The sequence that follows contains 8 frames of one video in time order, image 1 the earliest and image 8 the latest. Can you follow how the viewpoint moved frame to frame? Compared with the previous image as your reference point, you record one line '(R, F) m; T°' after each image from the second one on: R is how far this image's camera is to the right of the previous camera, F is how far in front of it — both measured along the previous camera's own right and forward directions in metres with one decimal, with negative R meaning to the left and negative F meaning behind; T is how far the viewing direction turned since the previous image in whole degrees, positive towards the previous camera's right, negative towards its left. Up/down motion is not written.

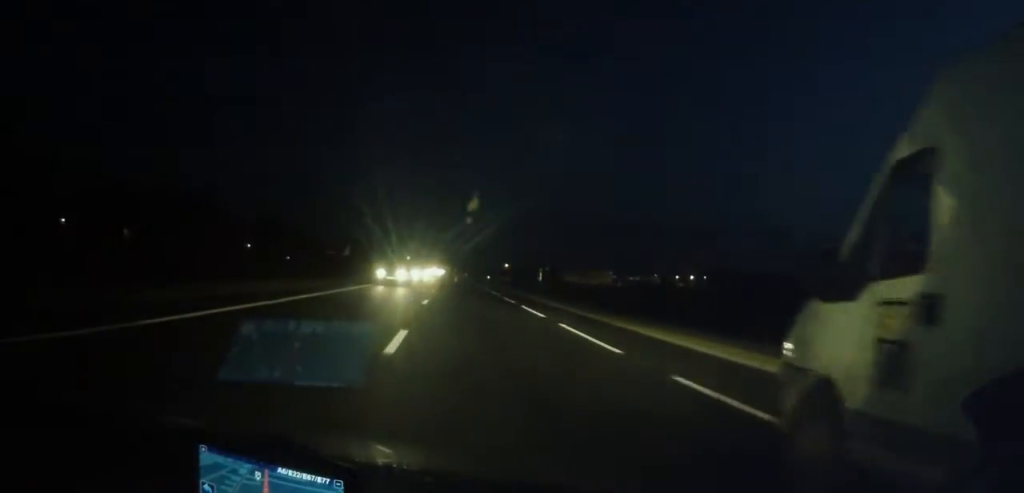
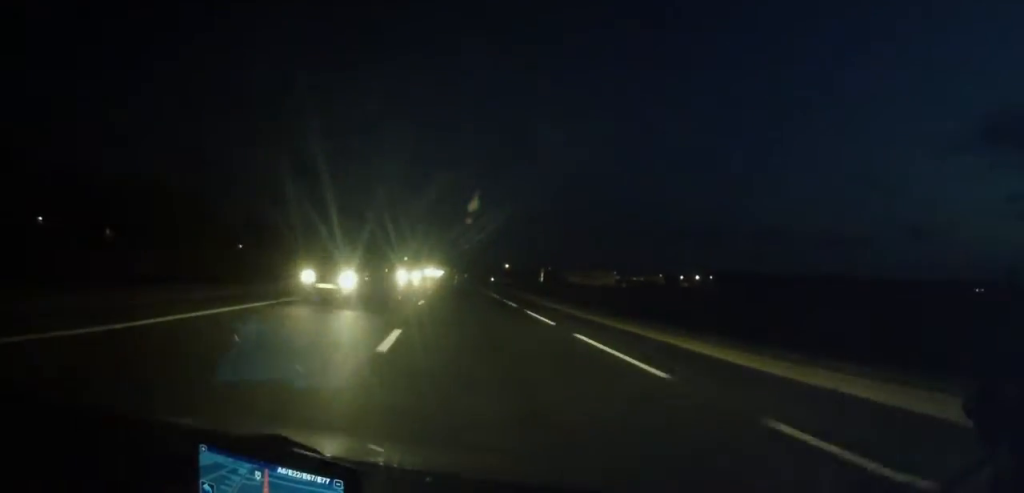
(0.0, +11.8) m; 0°
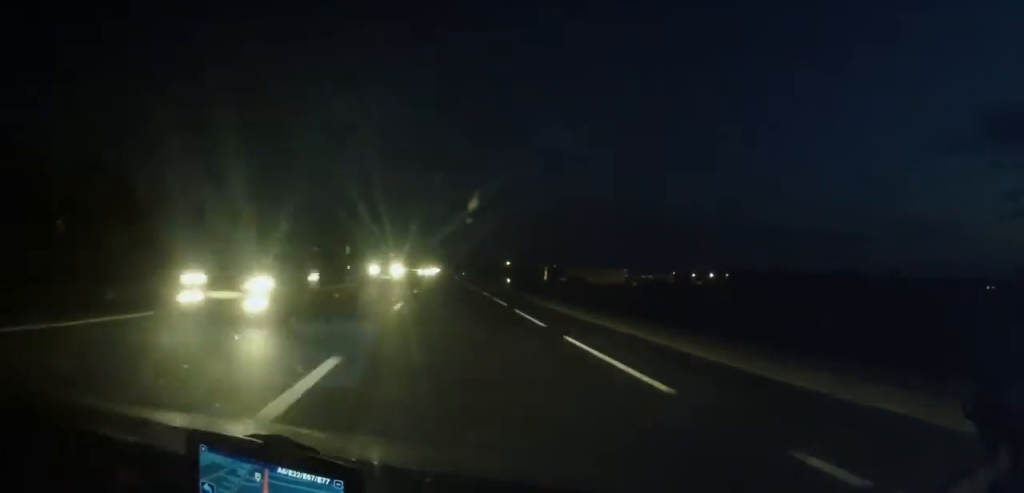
(0.0, +28.4) m; -1°
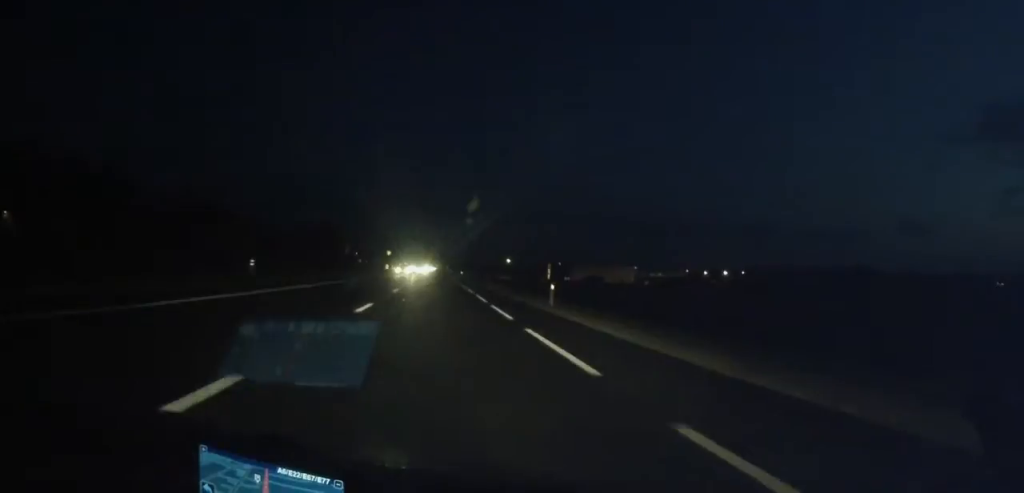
(-0.3, +26.6) m; 0°
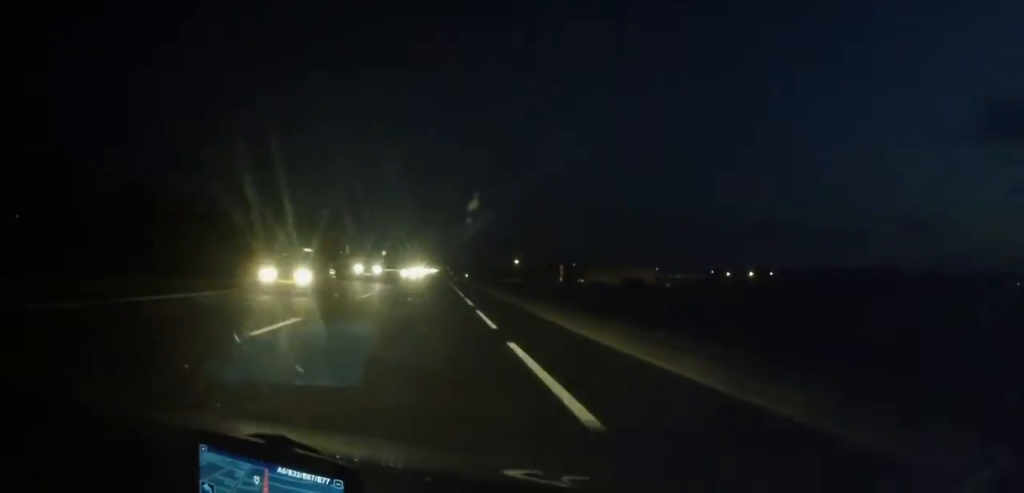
(+0.3, +31.1) m; +1°
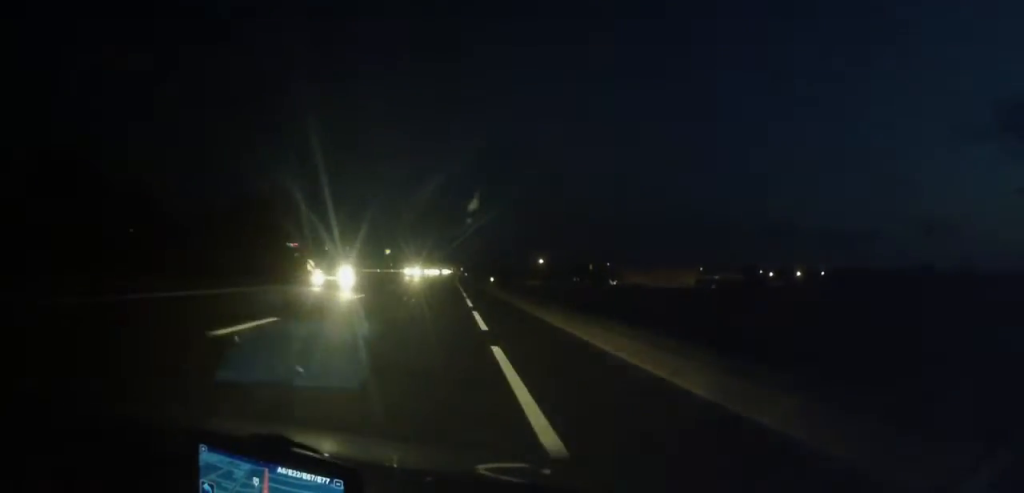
(+0.2, +37.9) m; 0°
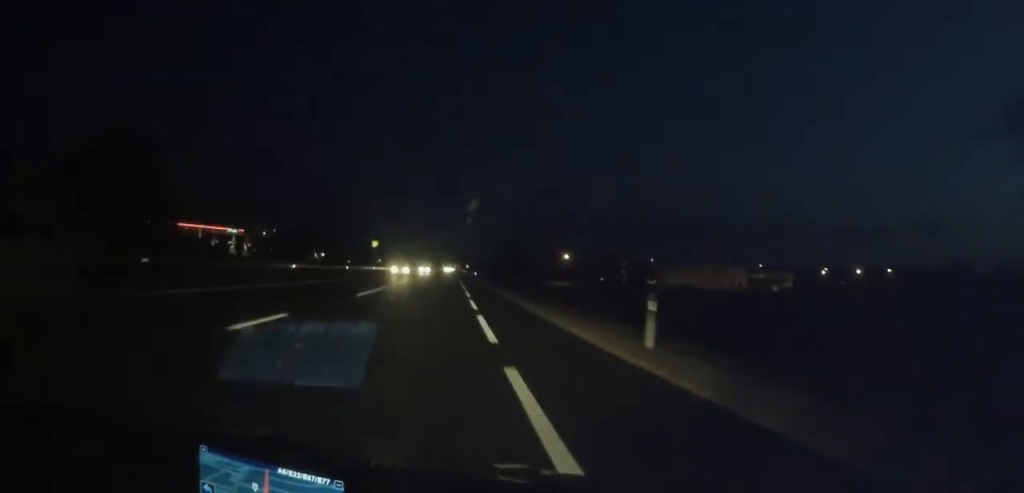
(-0.4, +48.2) m; -1°
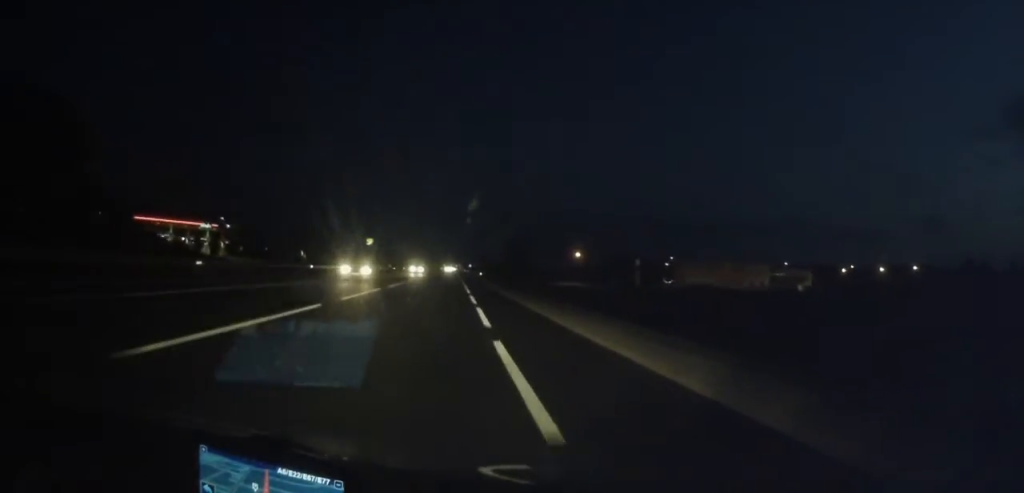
(+0.1, +15.7) m; 0°
